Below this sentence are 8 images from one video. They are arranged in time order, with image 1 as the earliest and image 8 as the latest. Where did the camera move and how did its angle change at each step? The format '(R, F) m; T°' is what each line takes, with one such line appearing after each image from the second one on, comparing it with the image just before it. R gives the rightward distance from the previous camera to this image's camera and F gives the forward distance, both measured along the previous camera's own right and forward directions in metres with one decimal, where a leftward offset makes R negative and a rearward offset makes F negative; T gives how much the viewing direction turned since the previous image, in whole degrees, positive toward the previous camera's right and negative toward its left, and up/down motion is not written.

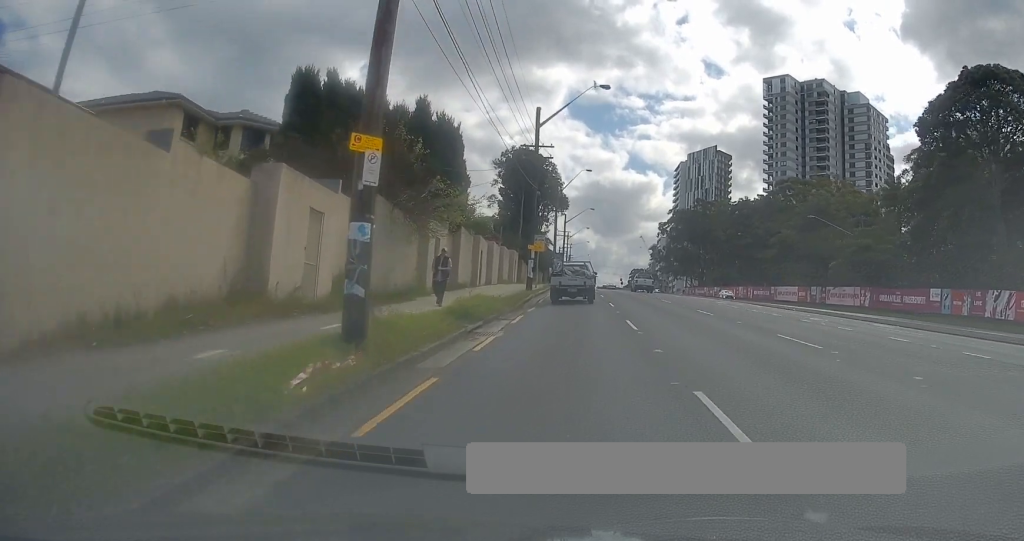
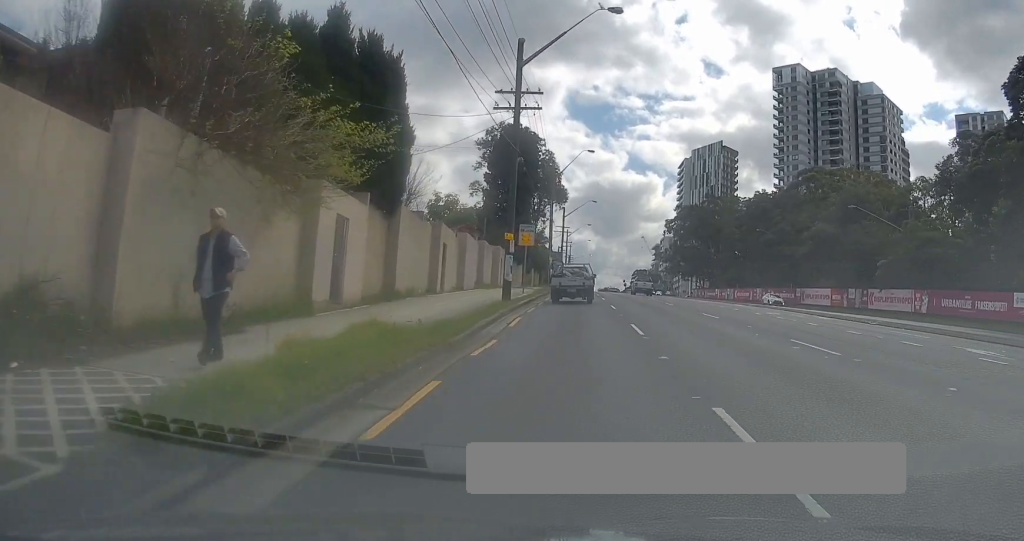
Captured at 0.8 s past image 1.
(+0.1, +12.9) m; 0°
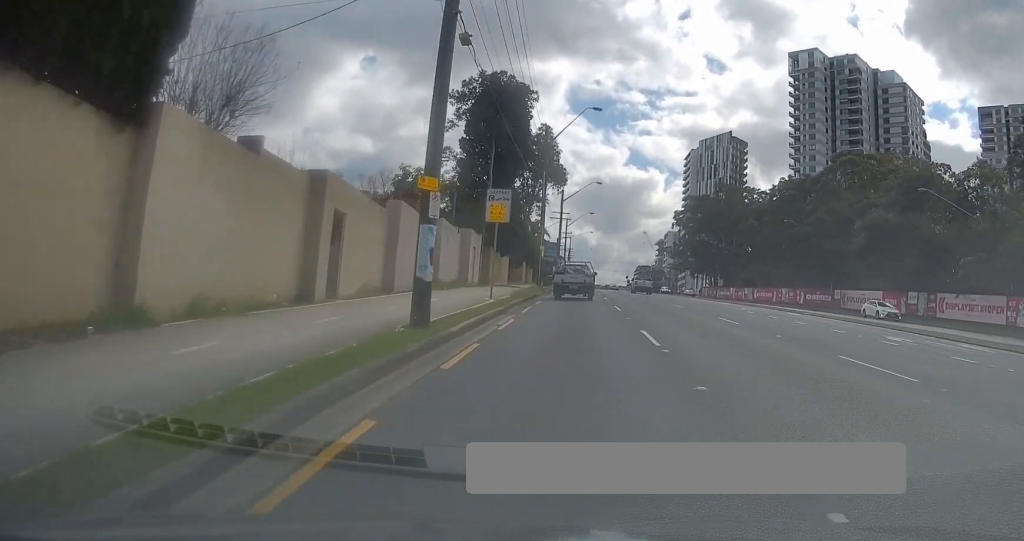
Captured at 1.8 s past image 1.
(+0.1, +14.8) m; -1°
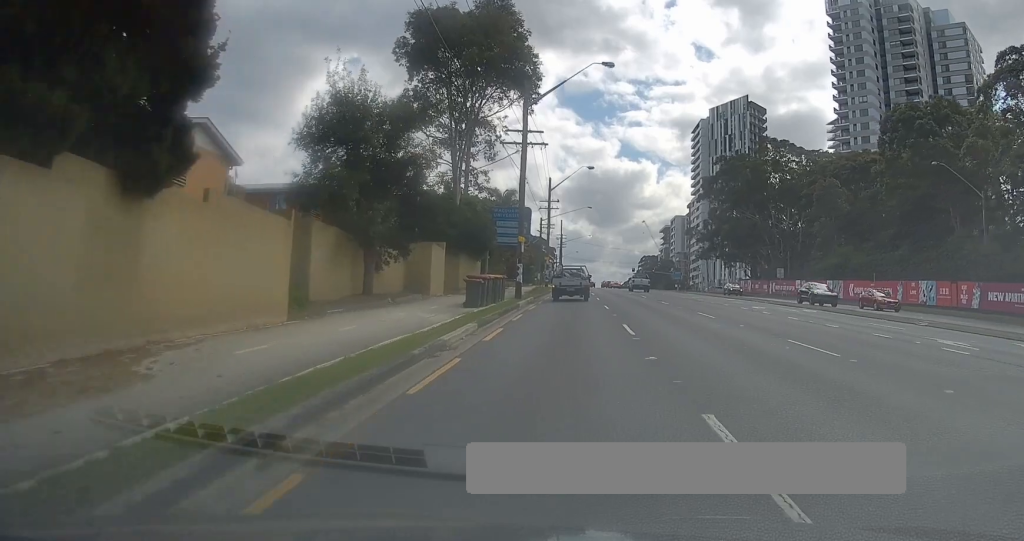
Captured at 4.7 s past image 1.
(+0.2, +43.7) m; 0°
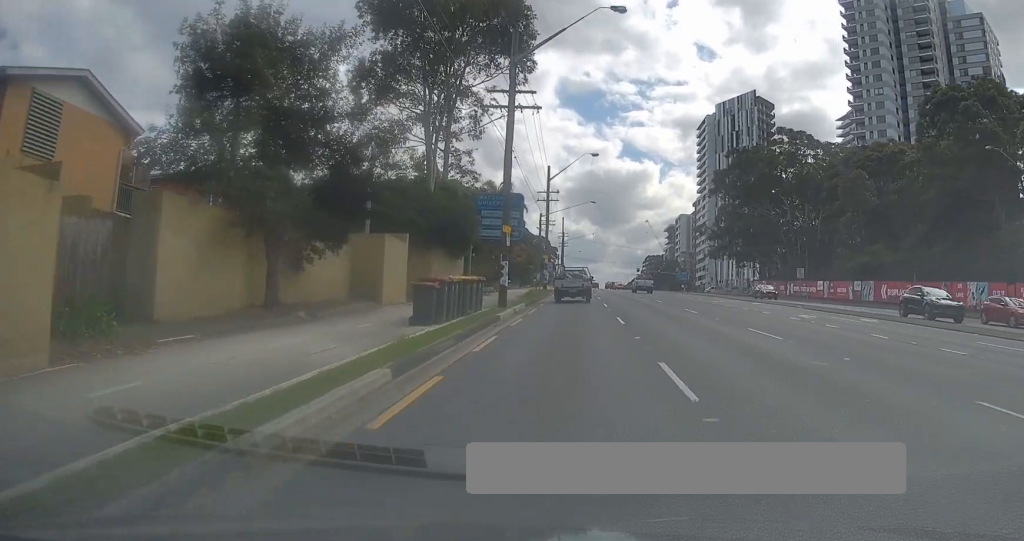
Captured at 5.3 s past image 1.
(0.0, +7.7) m; -1°
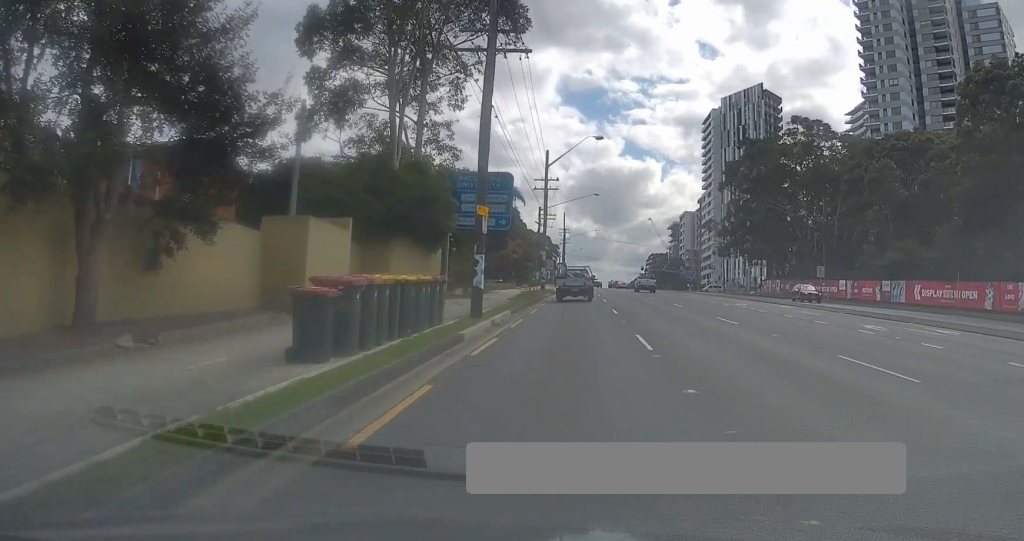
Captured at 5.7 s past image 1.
(-0.1, +6.8) m; -1°
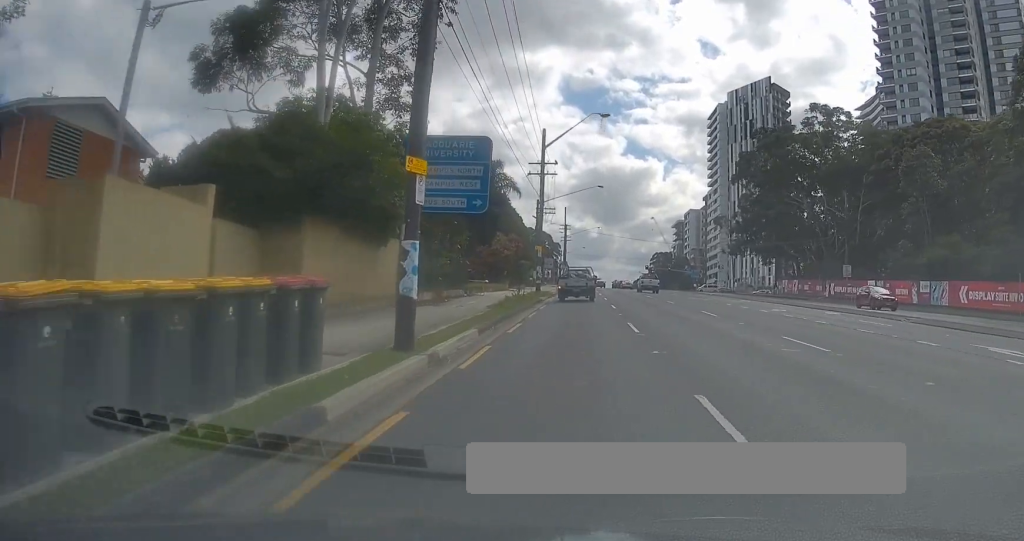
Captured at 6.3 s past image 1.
(-0.2, +8.0) m; 0°
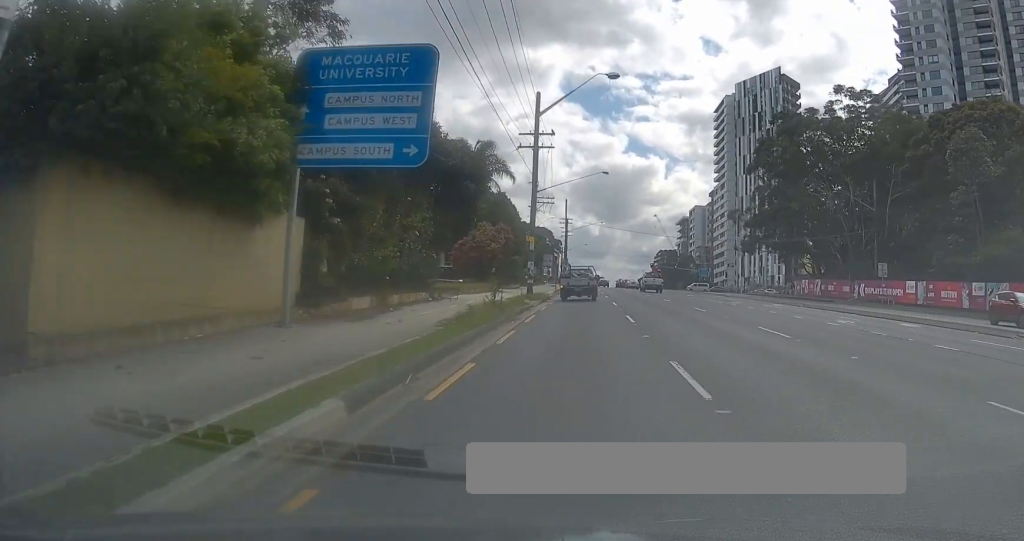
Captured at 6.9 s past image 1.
(0.0, +8.5) m; 0°
